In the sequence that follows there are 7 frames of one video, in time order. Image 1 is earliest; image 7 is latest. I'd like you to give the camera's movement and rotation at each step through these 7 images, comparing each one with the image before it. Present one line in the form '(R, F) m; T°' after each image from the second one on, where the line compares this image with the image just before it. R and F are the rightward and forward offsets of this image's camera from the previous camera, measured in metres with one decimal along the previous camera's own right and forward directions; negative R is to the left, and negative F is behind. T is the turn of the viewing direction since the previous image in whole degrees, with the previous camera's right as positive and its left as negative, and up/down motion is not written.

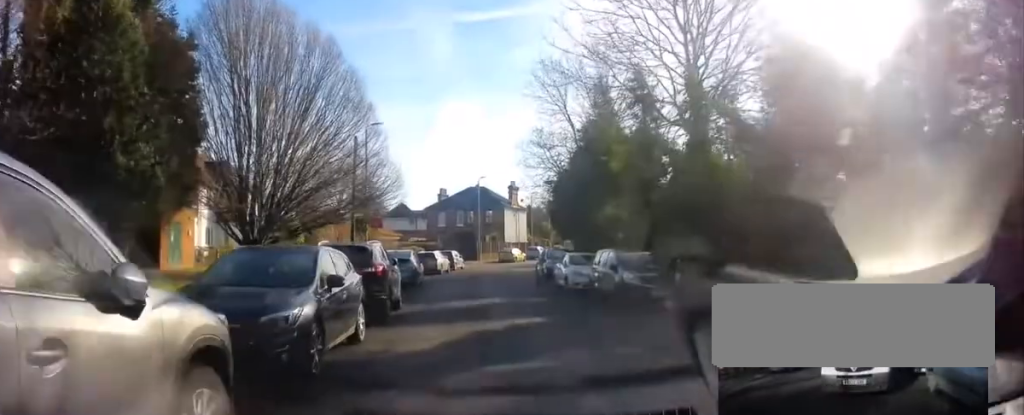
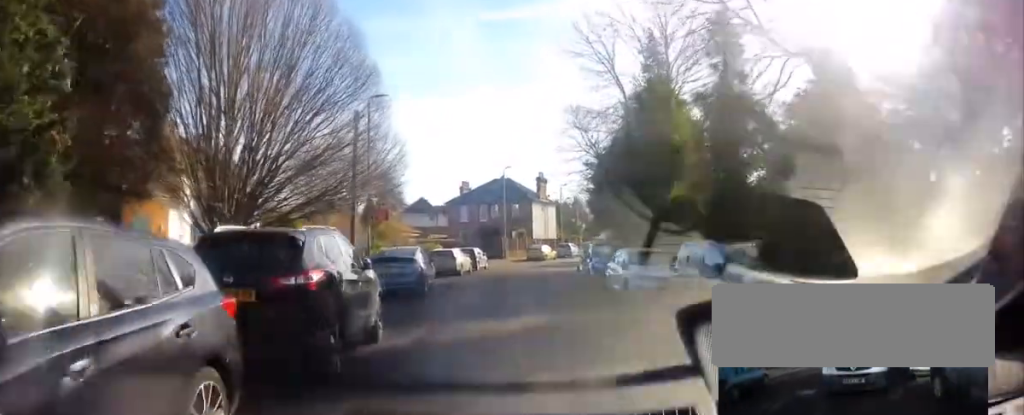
(-0.1, +4.4) m; +1°
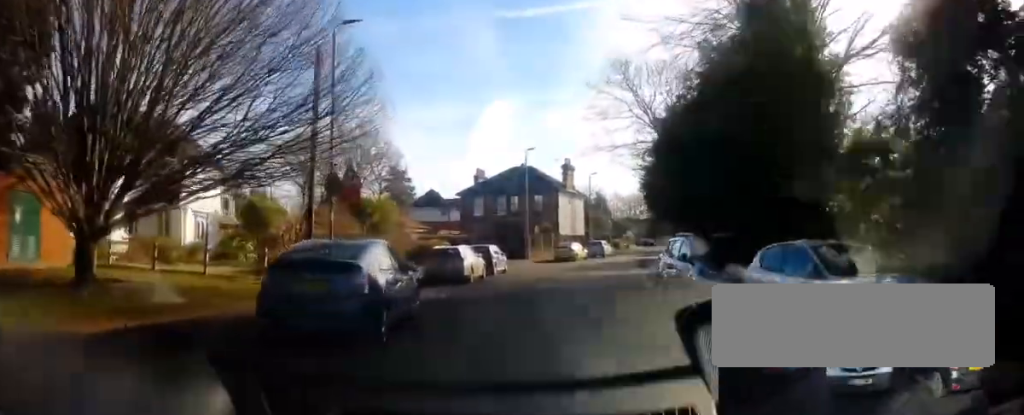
(+0.3, +8.1) m; +3°
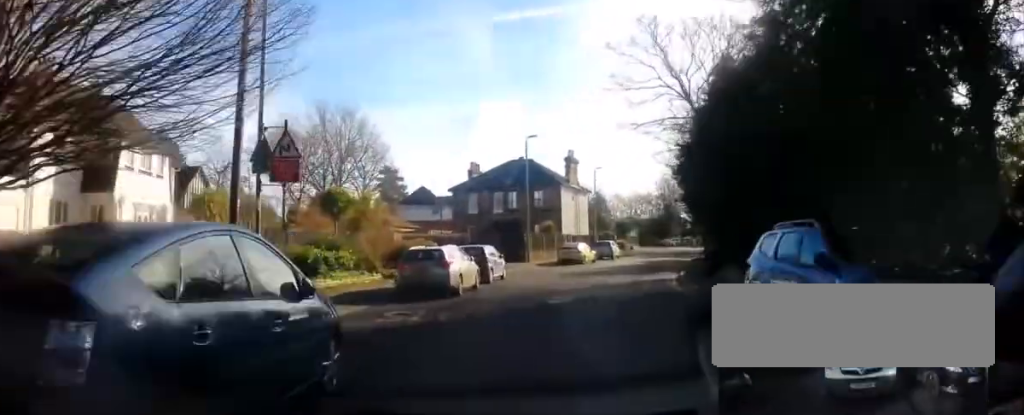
(0.0, +5.3) m; -2°
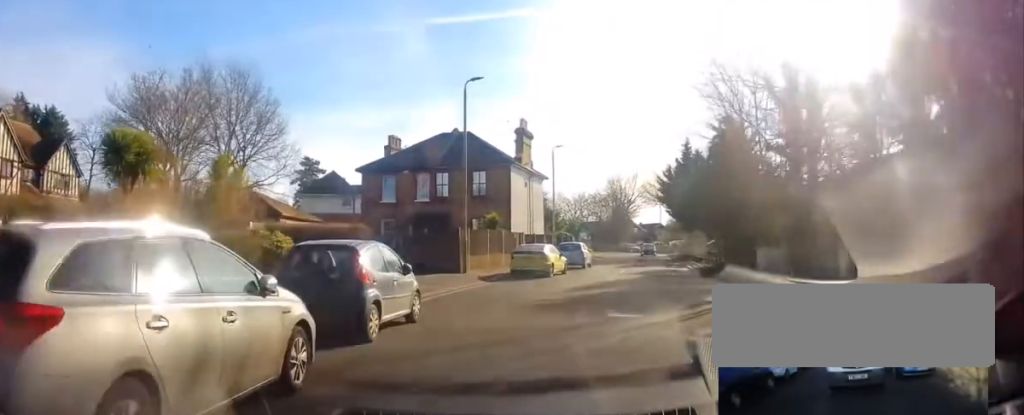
(+0.7, +13.4) m; +8°
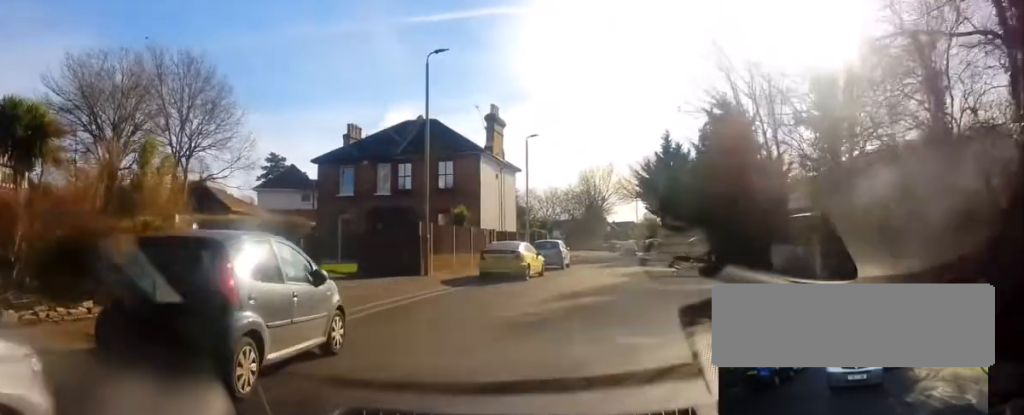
(+0.1, +3.7) m; +2°
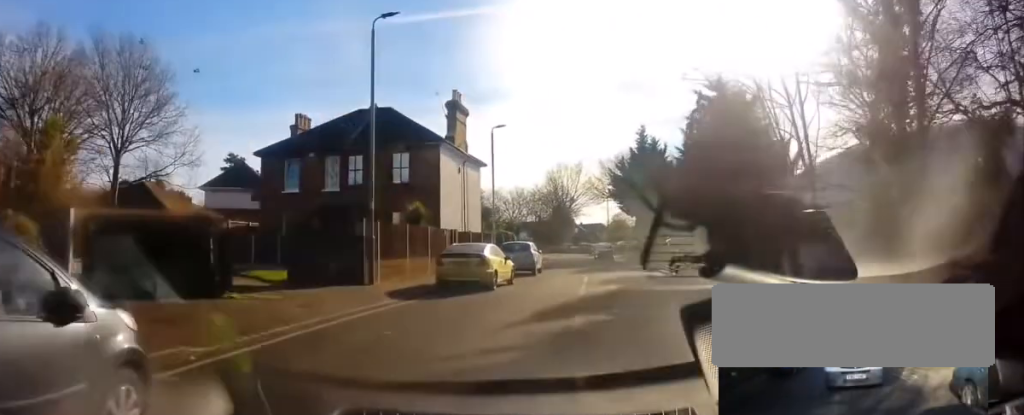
(-0.1, +3.8) m; +2°
